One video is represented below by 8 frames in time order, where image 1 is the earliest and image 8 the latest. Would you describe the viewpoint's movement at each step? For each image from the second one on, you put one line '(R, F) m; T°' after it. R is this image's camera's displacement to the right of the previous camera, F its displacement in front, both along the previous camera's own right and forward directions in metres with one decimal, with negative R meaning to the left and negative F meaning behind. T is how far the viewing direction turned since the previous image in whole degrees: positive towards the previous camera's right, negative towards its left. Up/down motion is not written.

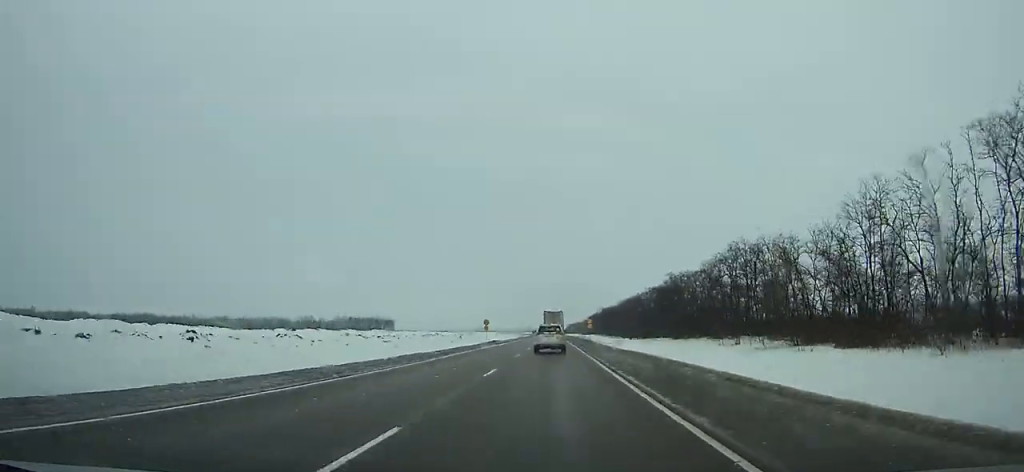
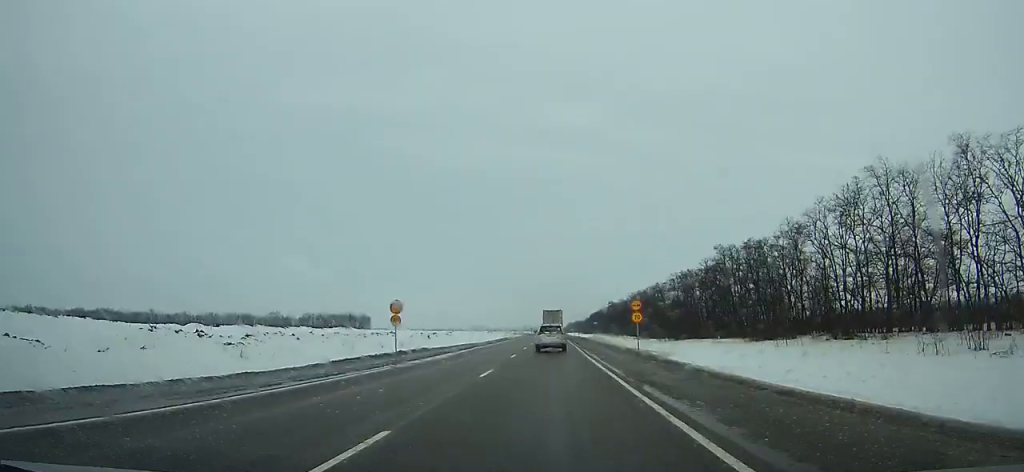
(+0.1, +47.3) m; 0°
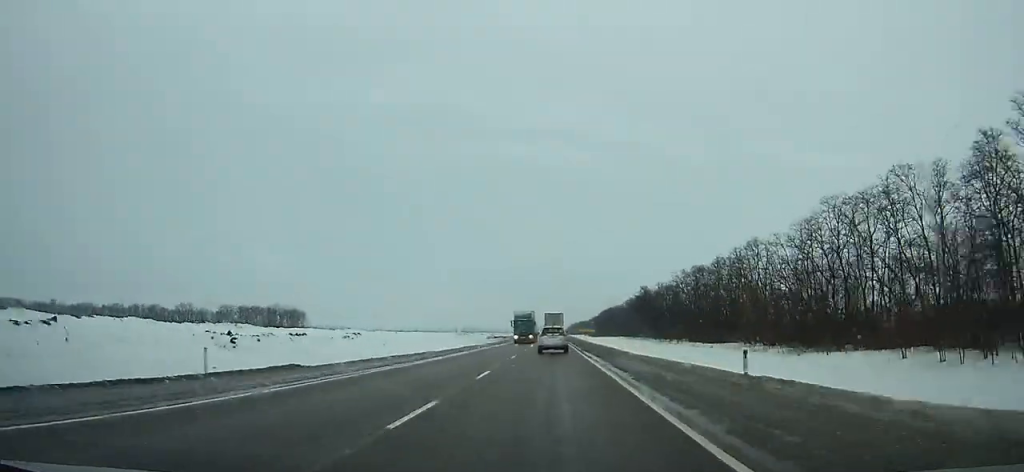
(+0.1, +93.6) m; 0°
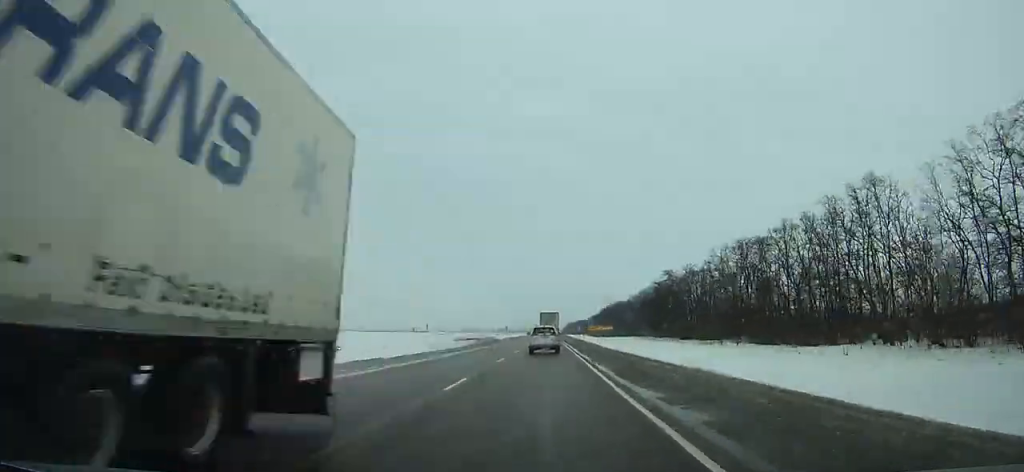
(0.0, +39.7) m; 0°
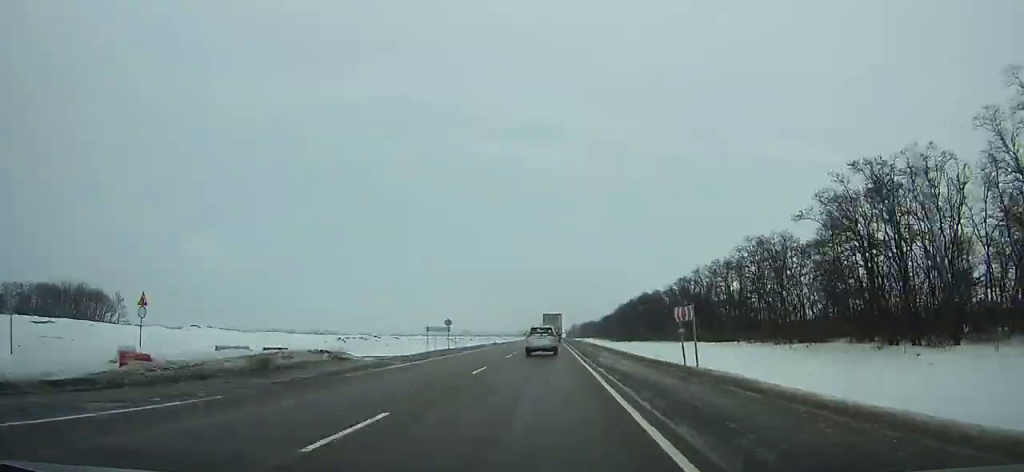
(-0.2, +77.8) m; 0°
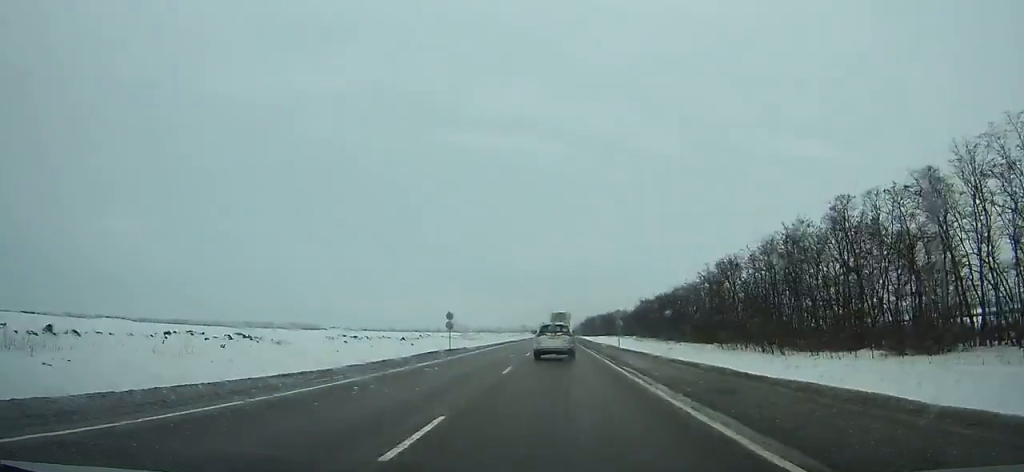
(-0.3, +155.8) m; 0°
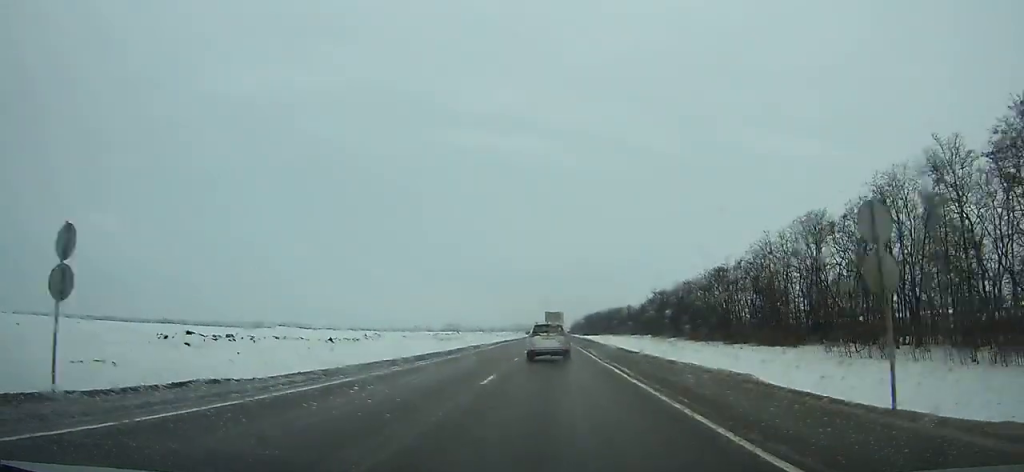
(+0.2, +39.7) m; 0°
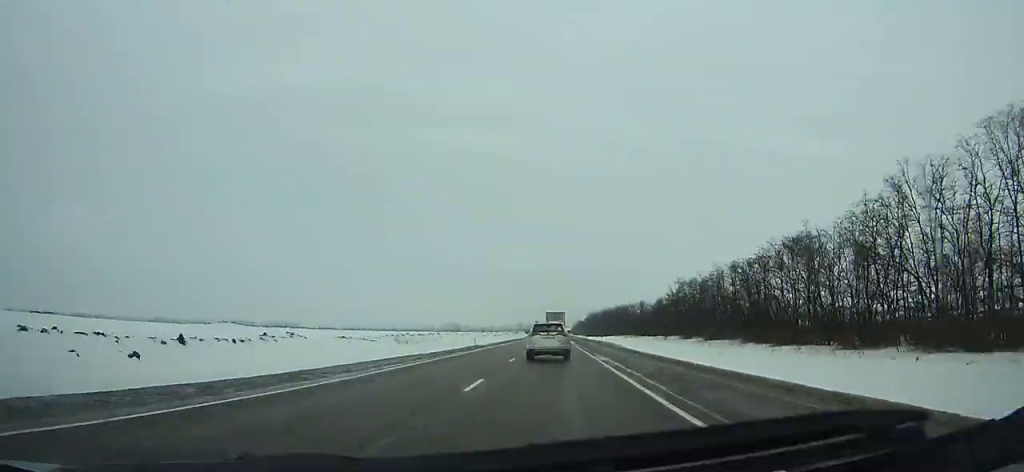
(+0.1, +37.4) m; 0°
